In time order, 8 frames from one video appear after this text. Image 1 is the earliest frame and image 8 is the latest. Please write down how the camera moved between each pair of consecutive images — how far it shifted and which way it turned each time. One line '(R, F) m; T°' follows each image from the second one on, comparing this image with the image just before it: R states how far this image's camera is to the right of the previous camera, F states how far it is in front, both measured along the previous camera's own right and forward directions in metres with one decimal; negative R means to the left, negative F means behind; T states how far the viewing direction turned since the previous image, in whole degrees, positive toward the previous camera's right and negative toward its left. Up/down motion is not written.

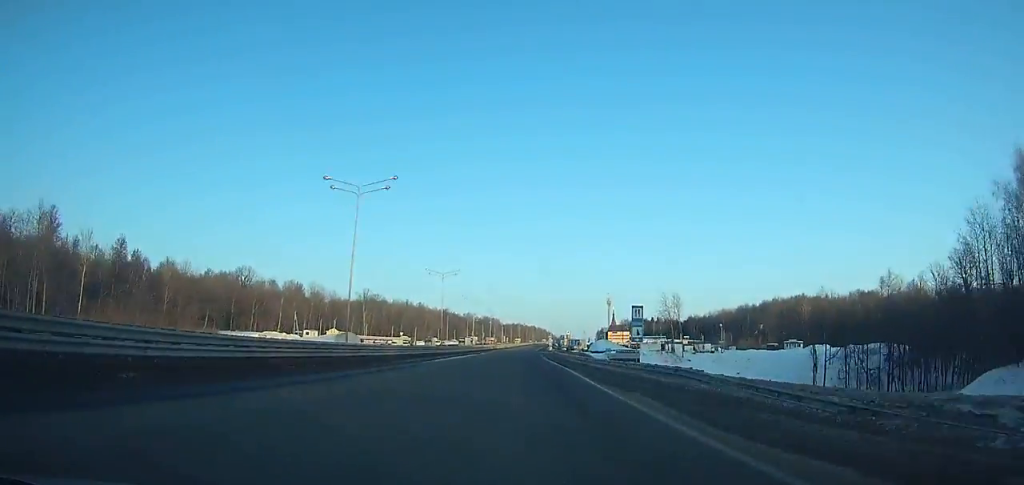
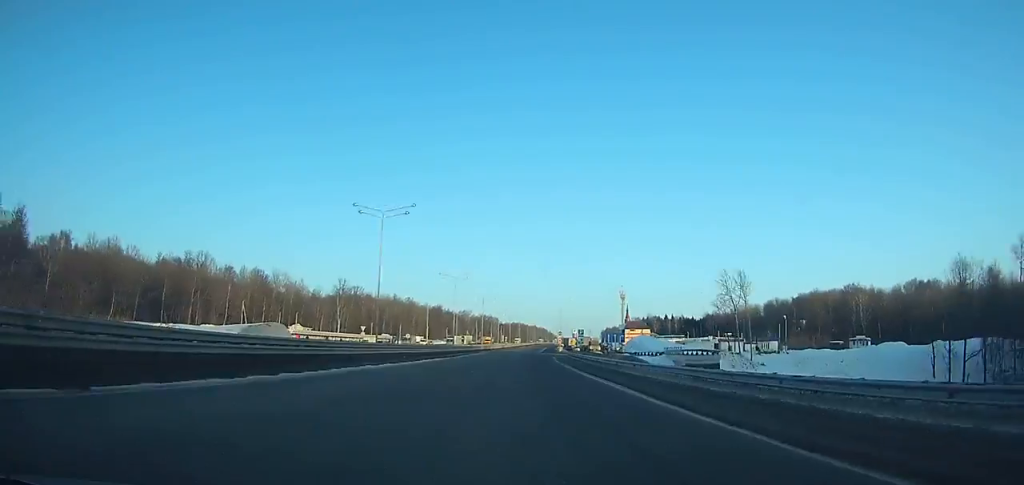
(+0.2, +37.4) m; +1°
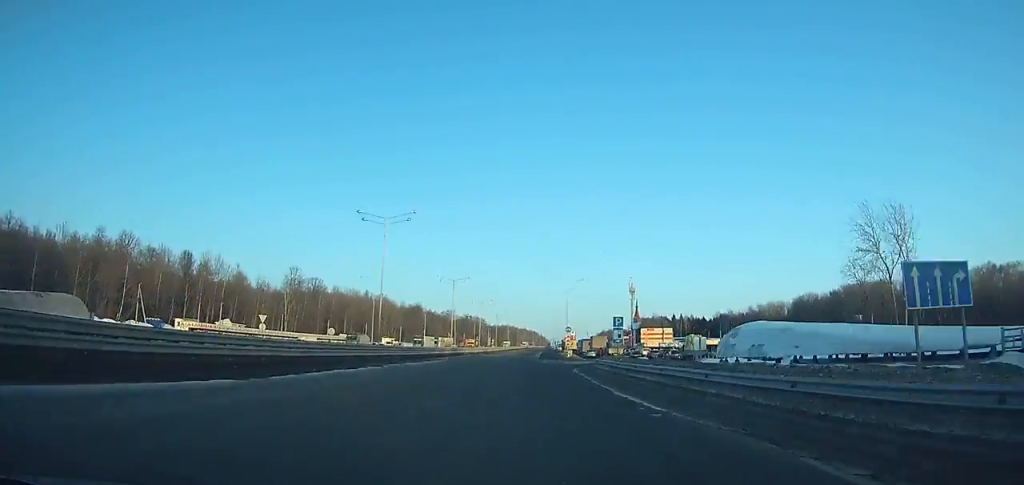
(+0.3, +41.9) m; +1°
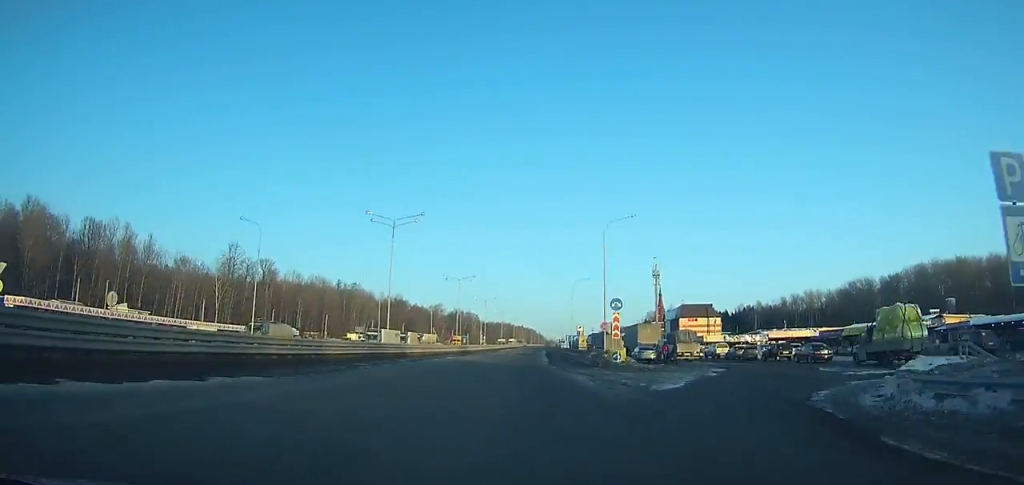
(+0.2, +42.3) m; +1°
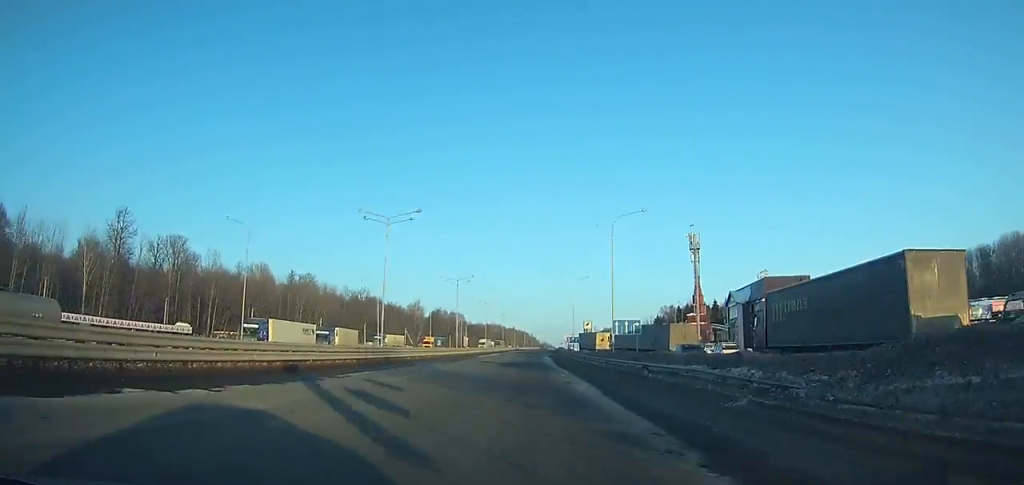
(+0.1, +46.1) m; +1°
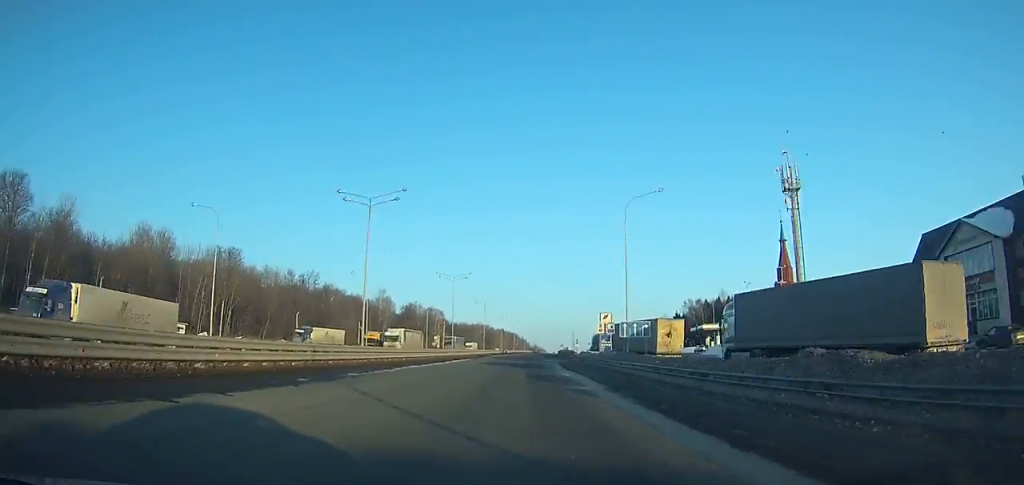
(+0.4, +50.1) m; +1°
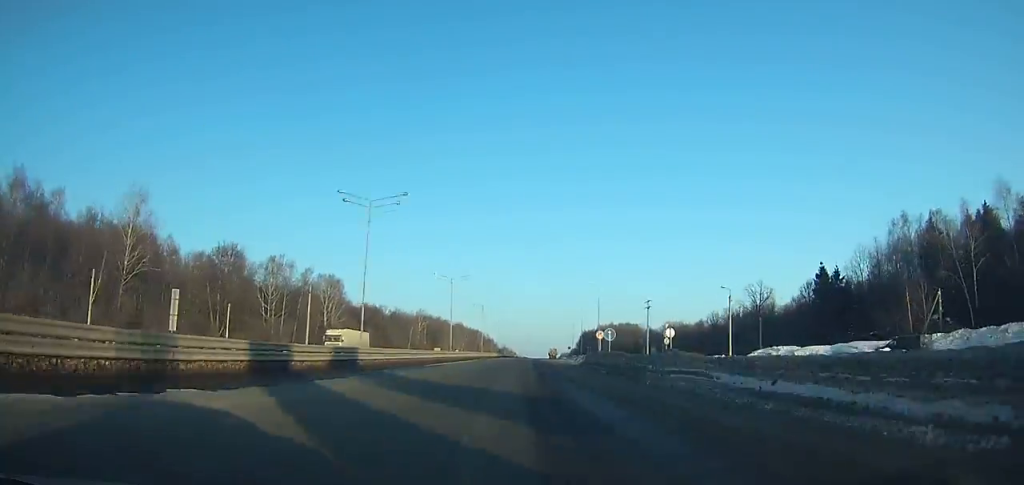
(+3.7, +130.2) m; +3°
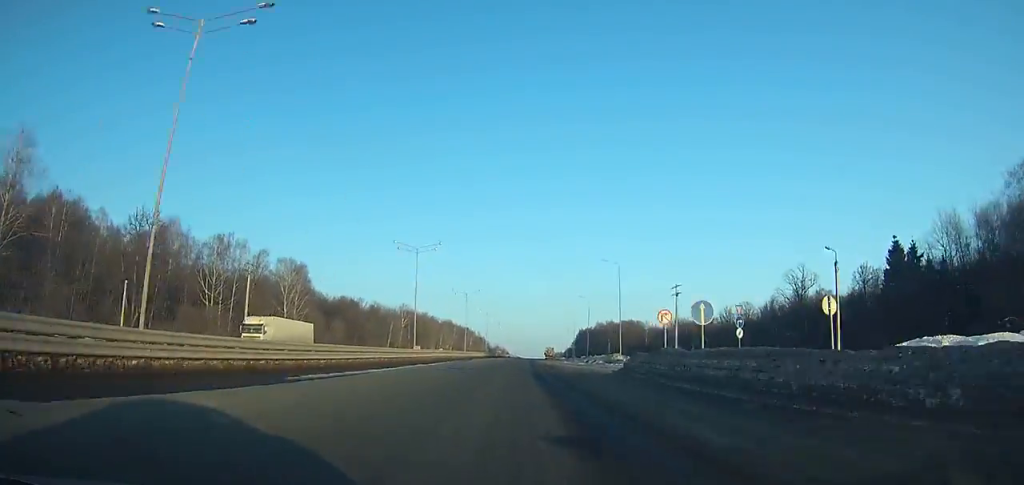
(+0.2, +24.8) m; 0°
